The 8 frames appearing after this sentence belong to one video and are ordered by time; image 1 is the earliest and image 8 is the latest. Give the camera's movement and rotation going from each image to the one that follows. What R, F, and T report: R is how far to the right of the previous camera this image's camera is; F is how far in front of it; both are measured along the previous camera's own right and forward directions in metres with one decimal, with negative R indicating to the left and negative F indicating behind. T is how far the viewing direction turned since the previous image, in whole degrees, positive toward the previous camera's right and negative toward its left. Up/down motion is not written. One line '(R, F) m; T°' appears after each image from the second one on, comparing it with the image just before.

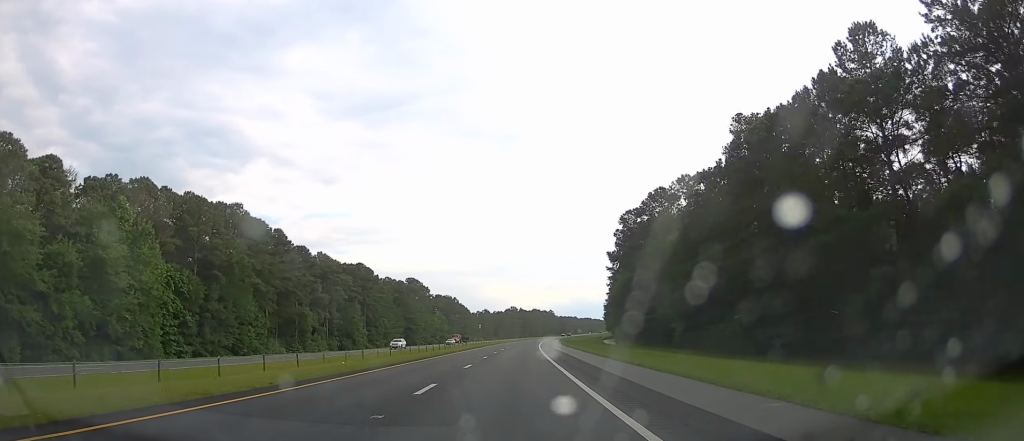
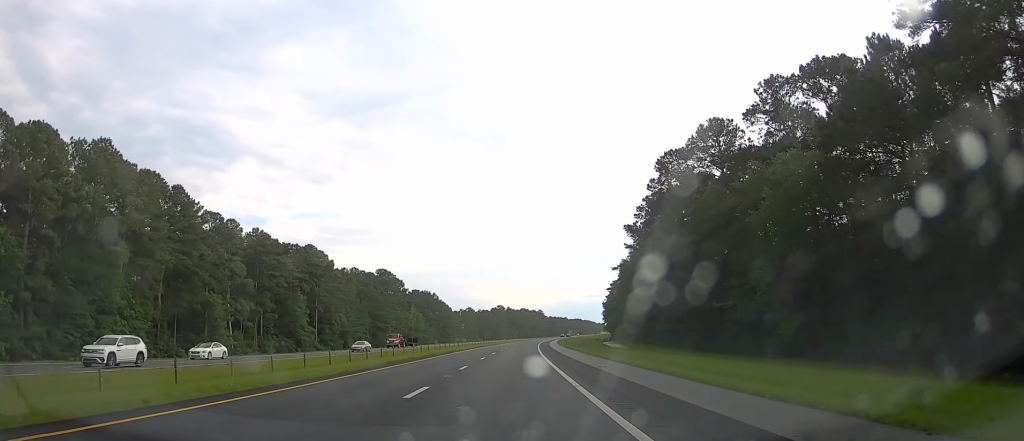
(+0.4, +37.1) m; +1°
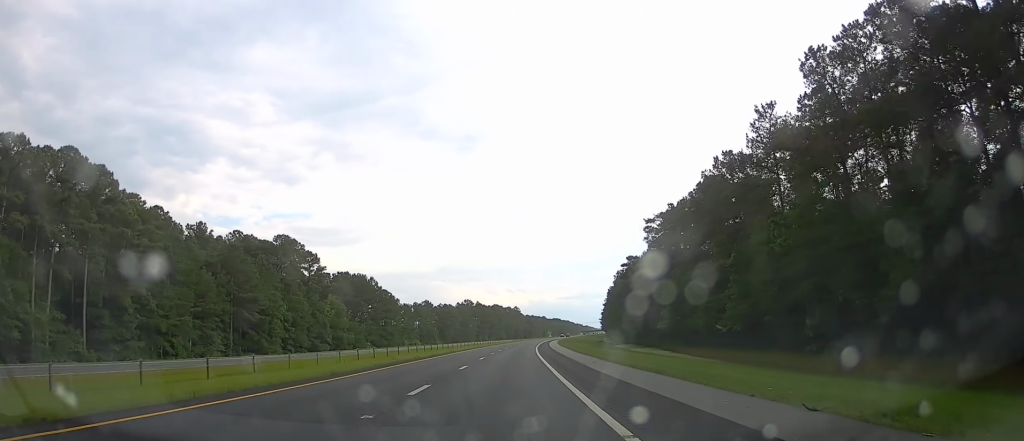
(+1.8, +84.0) m; +2°
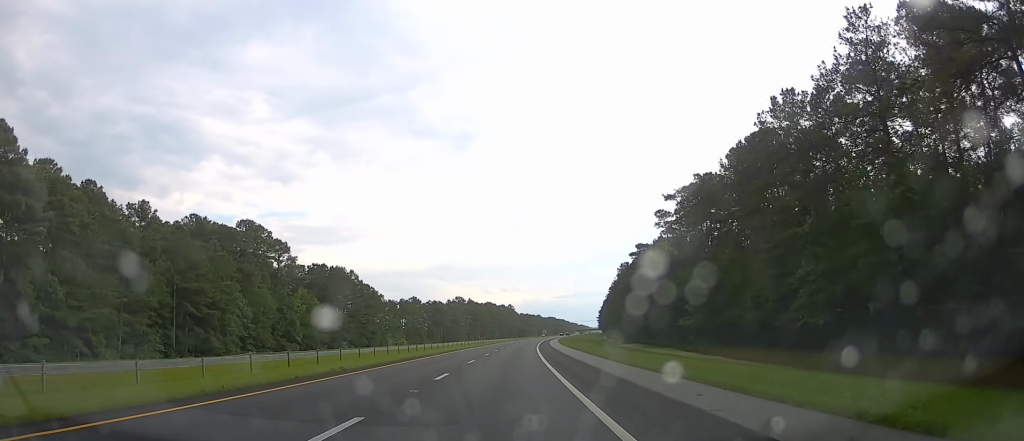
(+0.1, +19.6) m; 0°
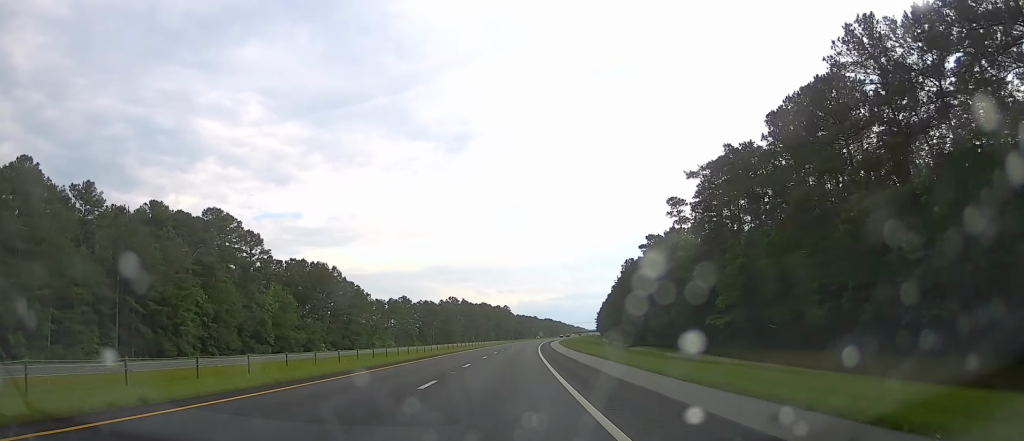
(-0.1, +15.3) m; 0°
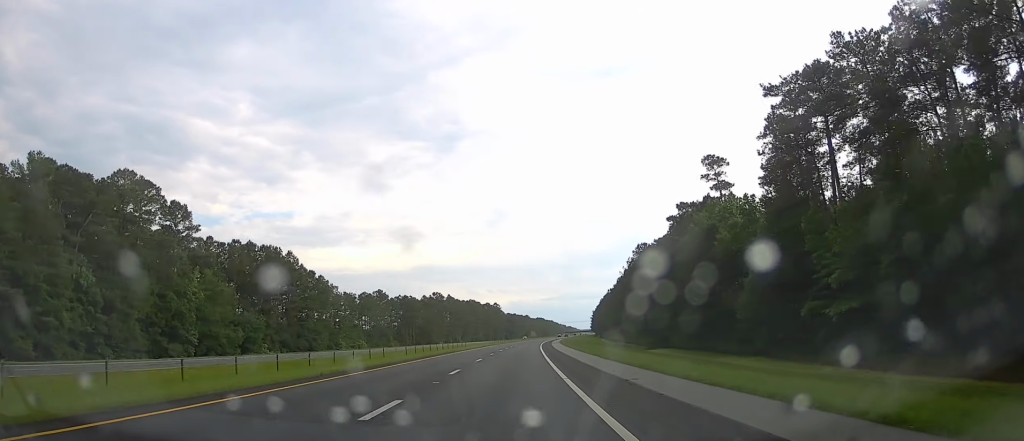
(+0.3, +30.6) m; +1°
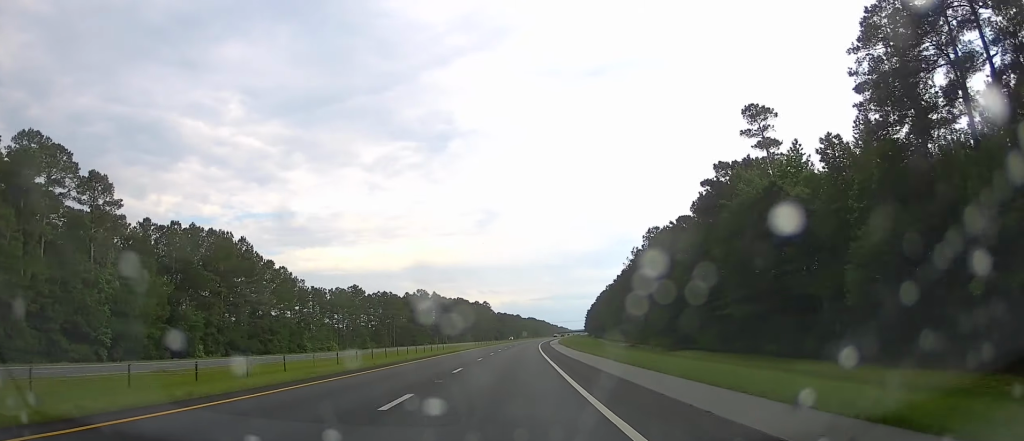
(+0.2, +22.9) m; +1°
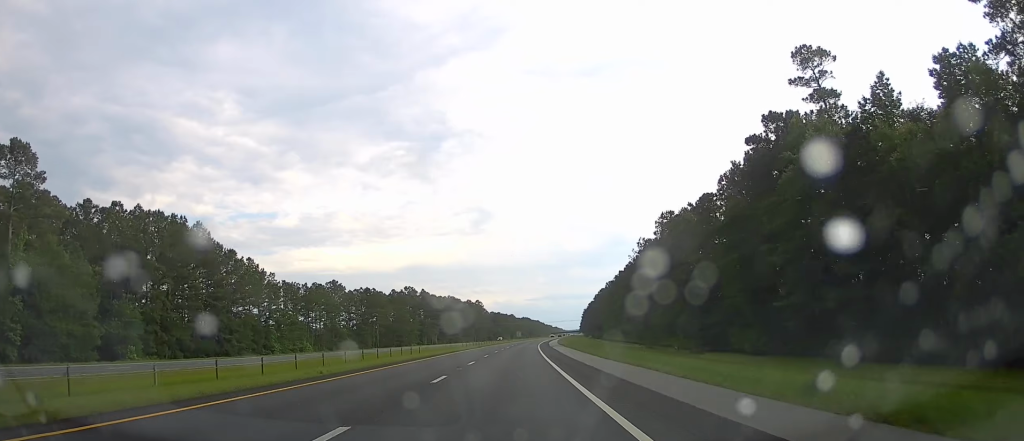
(+0.1, +17.5) m; 0°
